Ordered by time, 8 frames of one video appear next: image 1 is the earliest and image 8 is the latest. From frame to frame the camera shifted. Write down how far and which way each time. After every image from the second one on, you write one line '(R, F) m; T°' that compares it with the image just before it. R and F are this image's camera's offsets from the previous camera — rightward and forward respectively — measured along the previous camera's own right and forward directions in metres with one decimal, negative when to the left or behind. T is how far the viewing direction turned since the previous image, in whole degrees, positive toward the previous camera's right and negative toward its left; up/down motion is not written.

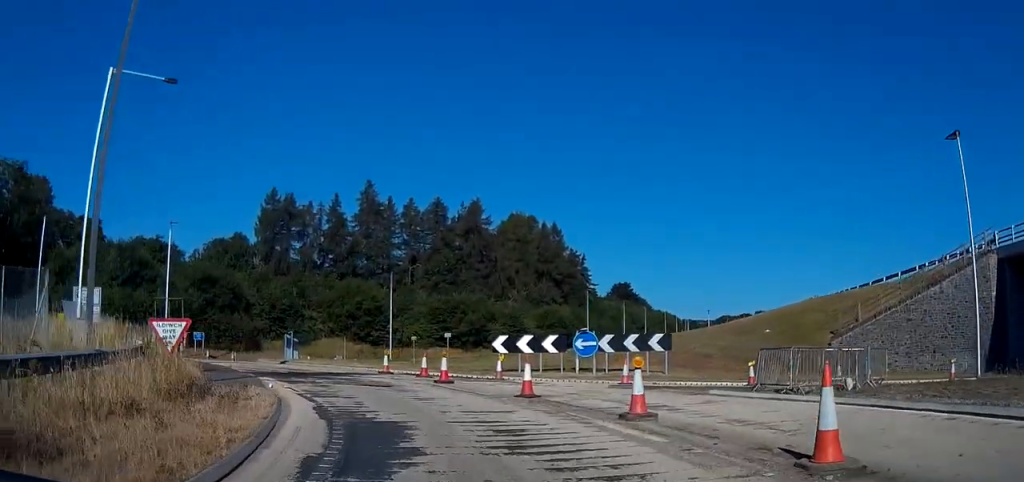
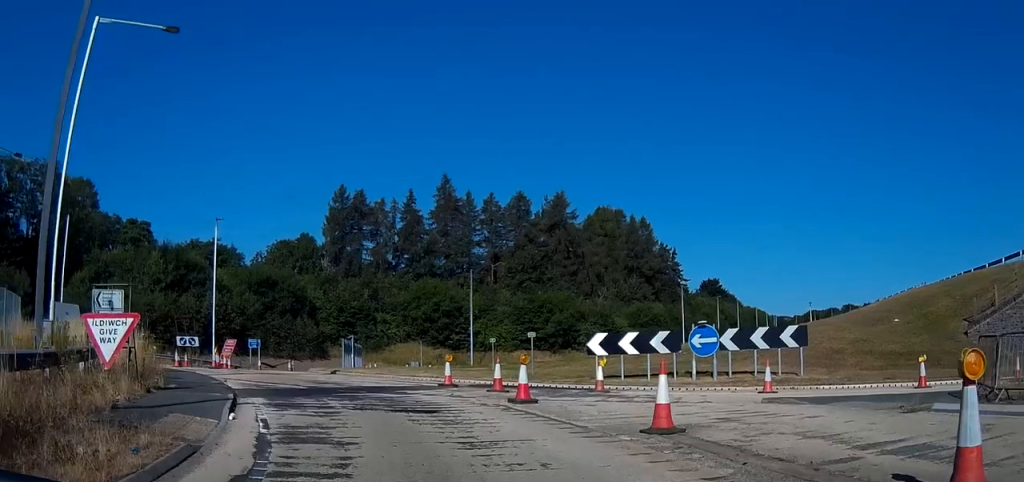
(-0.2, +8.6) m; -5°
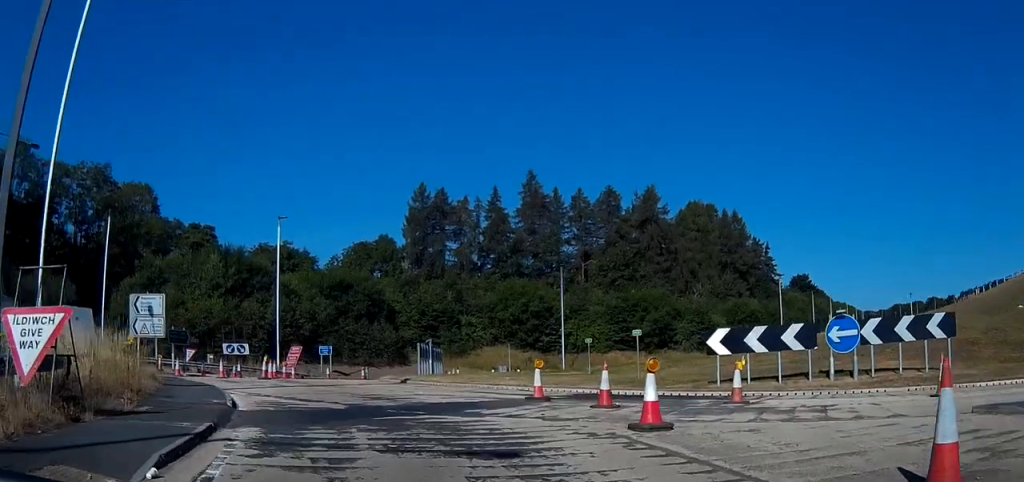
(-0.2, +6.2) m; -8°
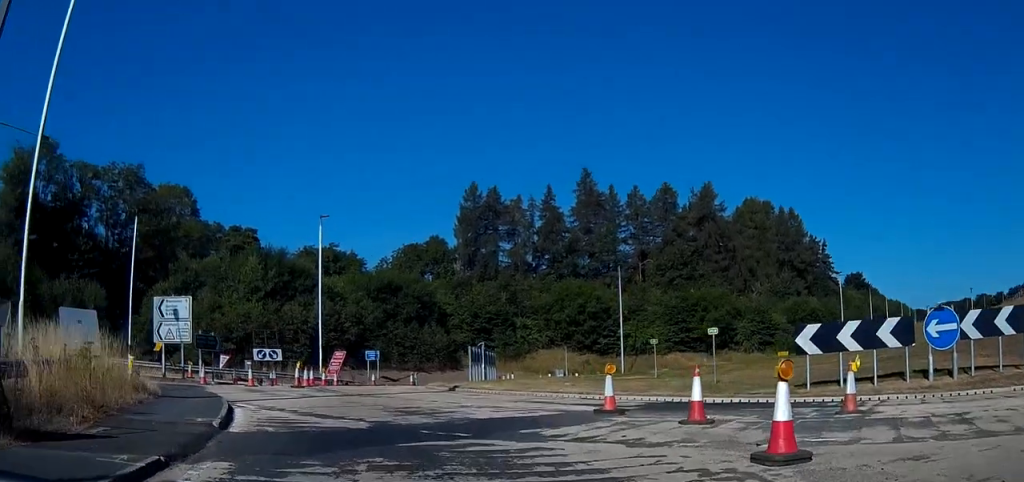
(-0.2, +3.7) m; -8°
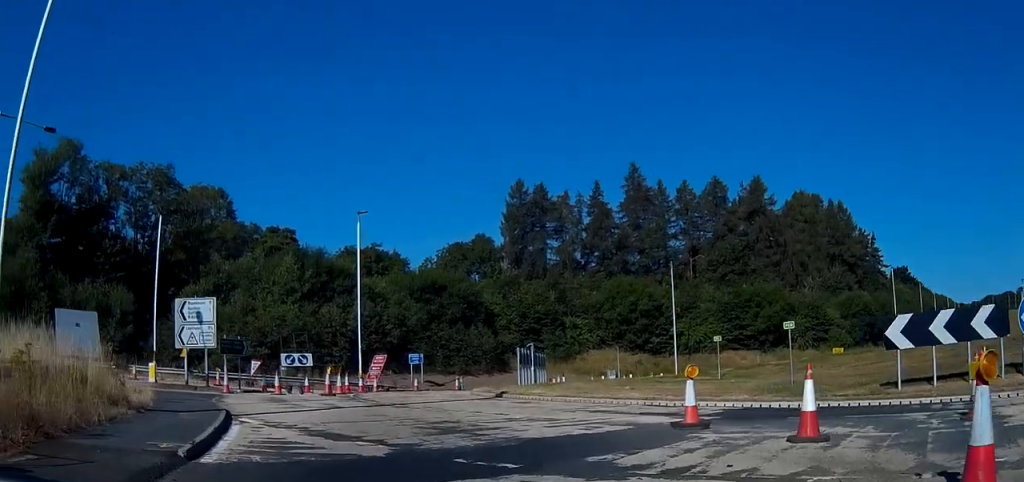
(-0.3, +2.9) m; -6°
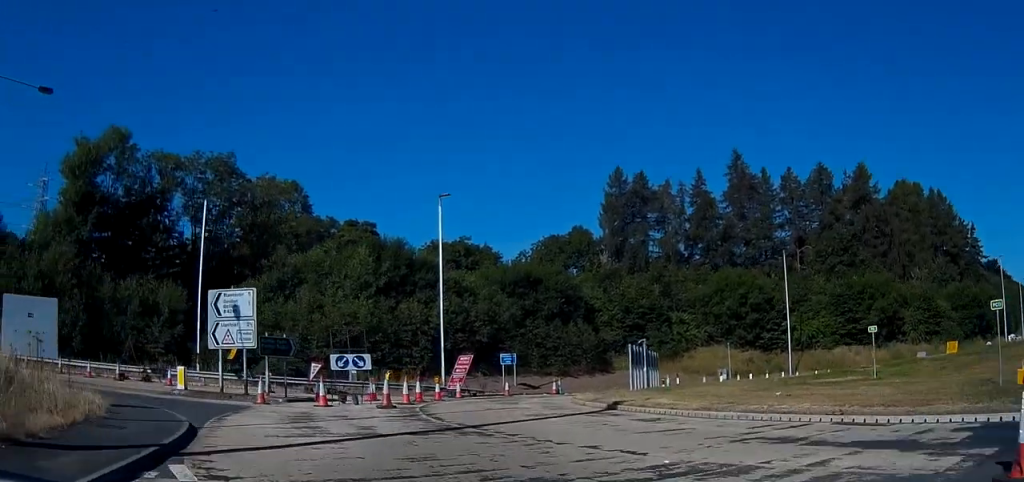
(-0.6, +6.3) m; -8°
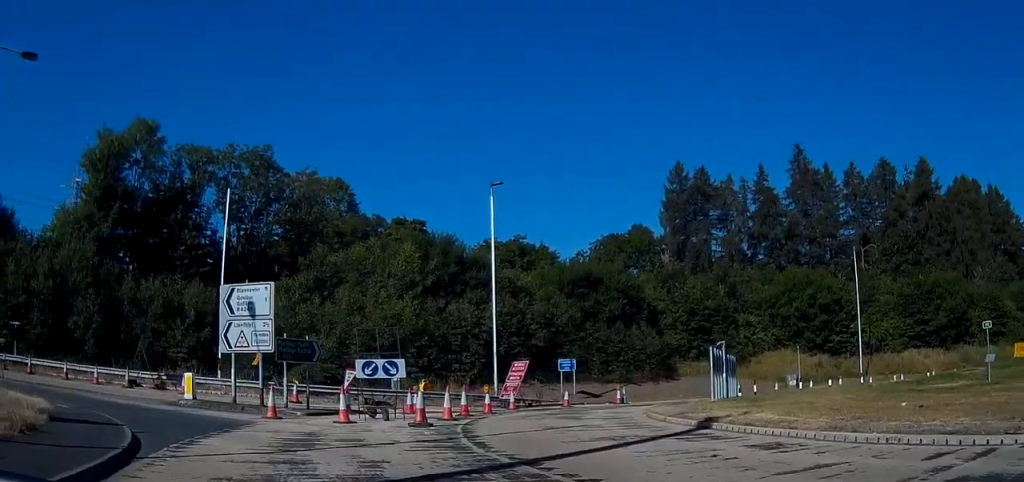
(-0.1, +3.9) m; -2°
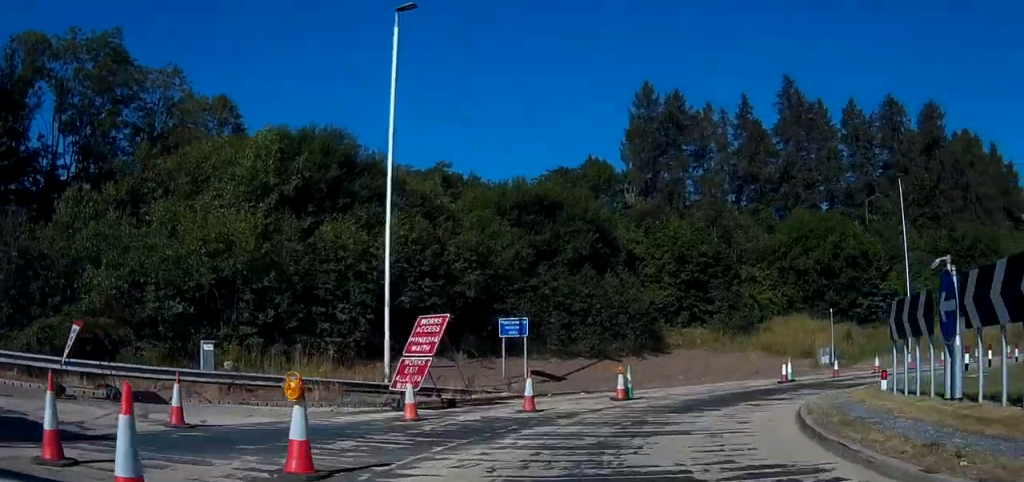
(0.0, +18.1) m; +6°
